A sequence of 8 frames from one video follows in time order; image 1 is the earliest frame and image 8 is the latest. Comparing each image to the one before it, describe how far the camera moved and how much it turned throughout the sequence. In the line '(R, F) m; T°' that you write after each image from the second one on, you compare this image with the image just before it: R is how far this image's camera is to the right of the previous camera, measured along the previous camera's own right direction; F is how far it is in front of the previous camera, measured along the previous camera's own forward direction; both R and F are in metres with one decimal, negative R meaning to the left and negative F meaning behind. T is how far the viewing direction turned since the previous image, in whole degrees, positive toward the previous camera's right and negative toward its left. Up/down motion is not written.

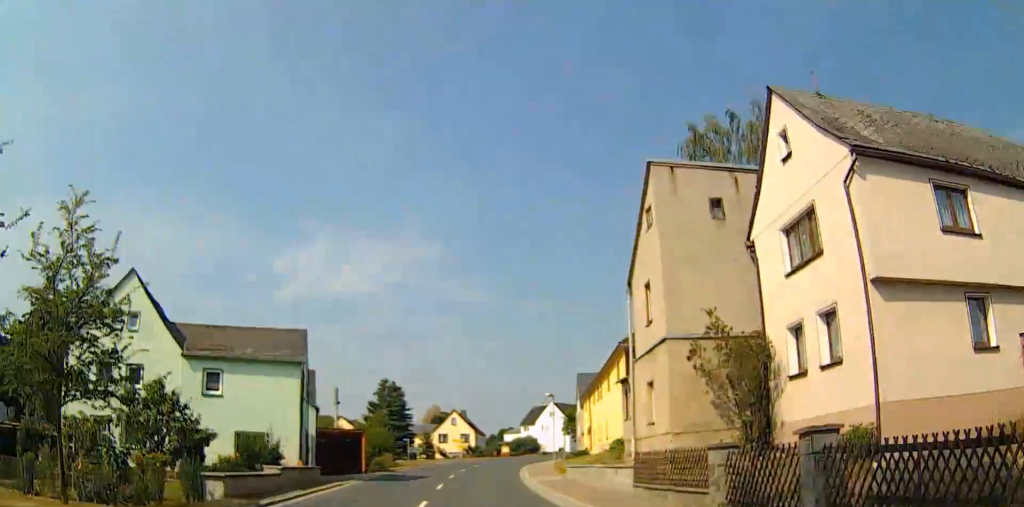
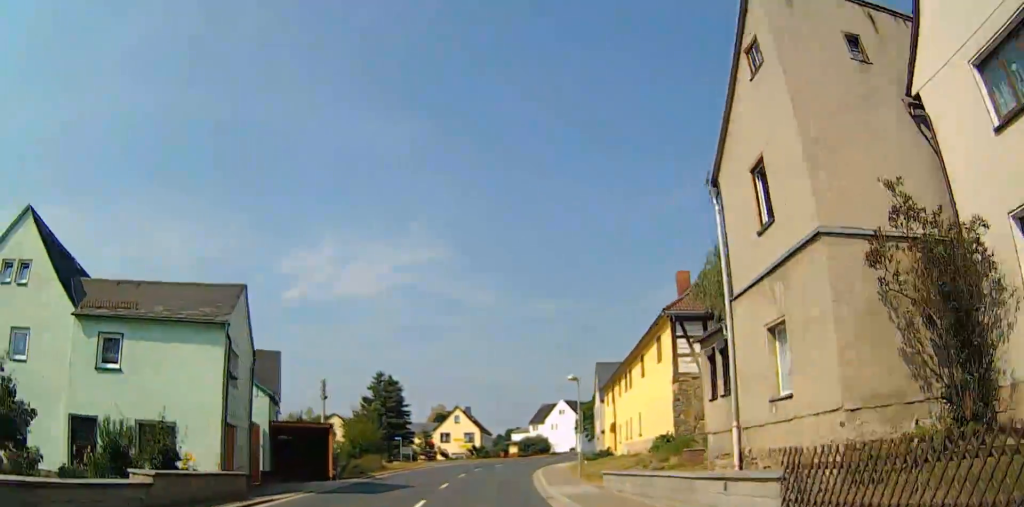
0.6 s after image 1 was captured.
(-0.3, +8.7) m; -1°
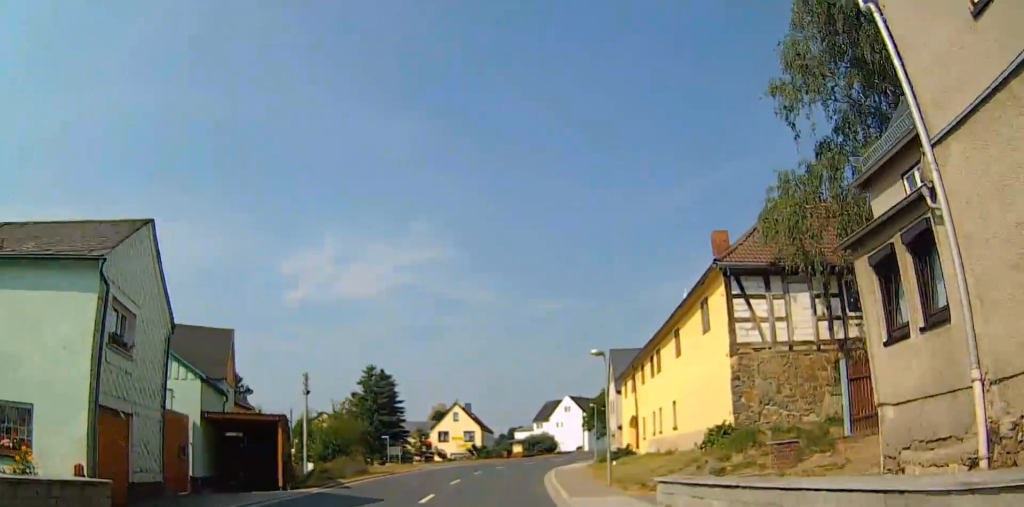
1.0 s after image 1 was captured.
(0.0, +7.1) m; -1°
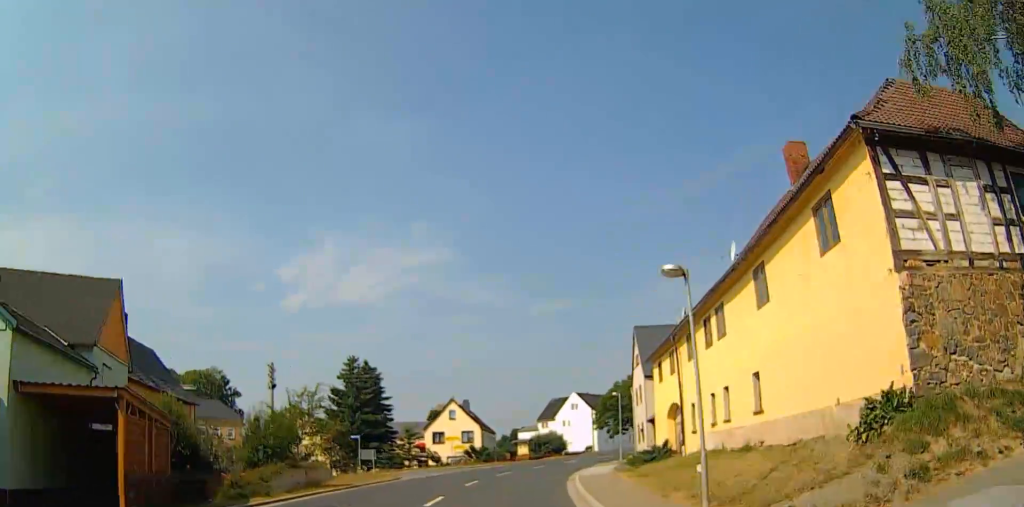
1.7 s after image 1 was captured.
(0.0, +10.2) m; -1°
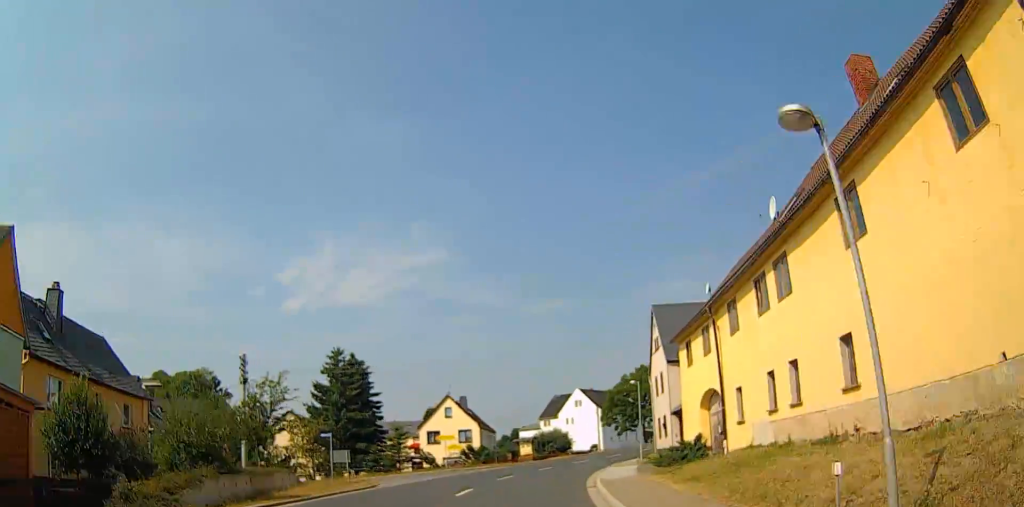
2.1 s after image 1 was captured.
(-0.1, +5.9) m; 0°
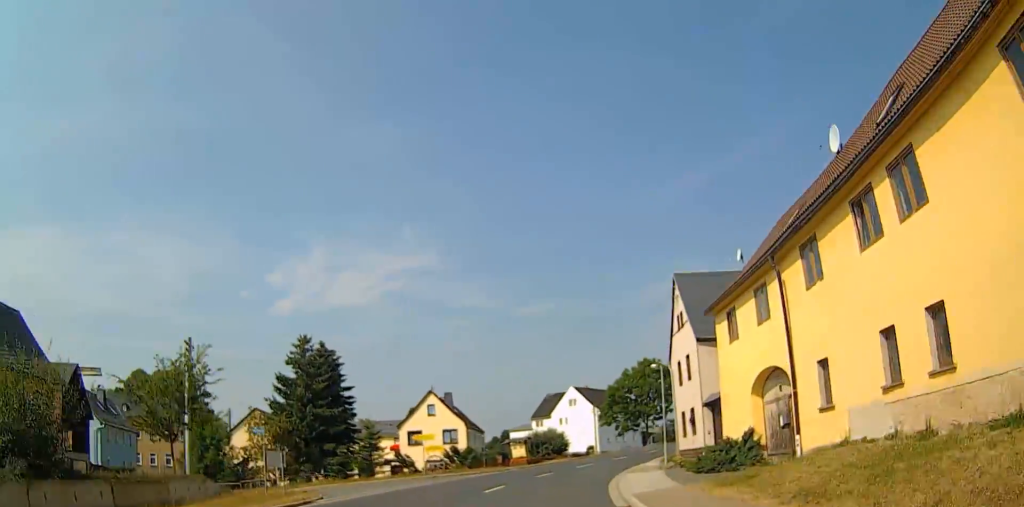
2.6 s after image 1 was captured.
(-0.1, +7.4) m; 0°
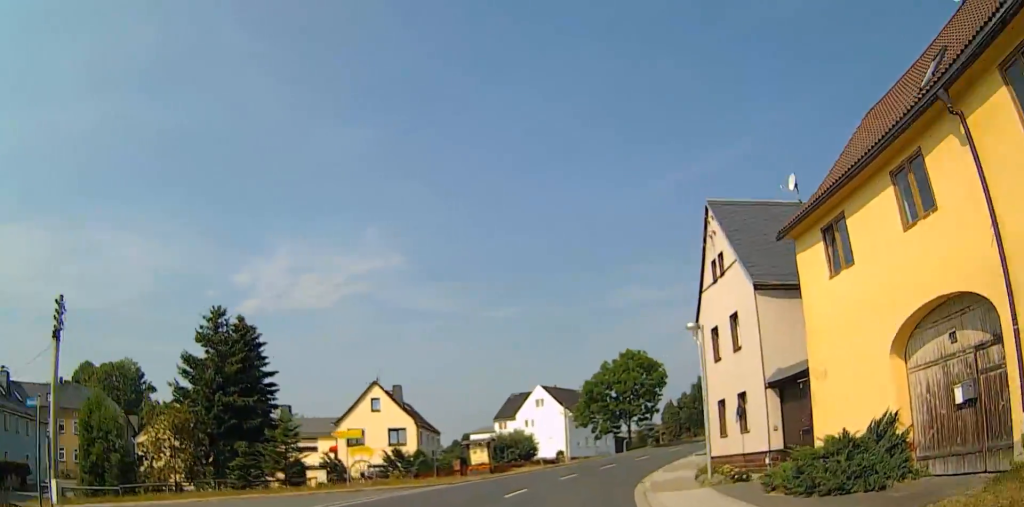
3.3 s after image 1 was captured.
(0.0, +10.6) m; 0°
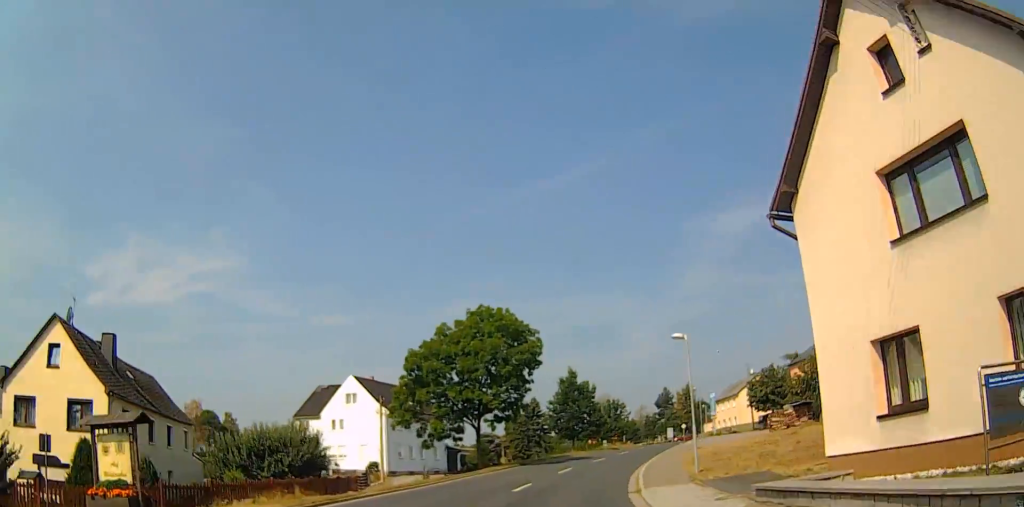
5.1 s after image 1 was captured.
(+1.8, +24.2) m; +14°
